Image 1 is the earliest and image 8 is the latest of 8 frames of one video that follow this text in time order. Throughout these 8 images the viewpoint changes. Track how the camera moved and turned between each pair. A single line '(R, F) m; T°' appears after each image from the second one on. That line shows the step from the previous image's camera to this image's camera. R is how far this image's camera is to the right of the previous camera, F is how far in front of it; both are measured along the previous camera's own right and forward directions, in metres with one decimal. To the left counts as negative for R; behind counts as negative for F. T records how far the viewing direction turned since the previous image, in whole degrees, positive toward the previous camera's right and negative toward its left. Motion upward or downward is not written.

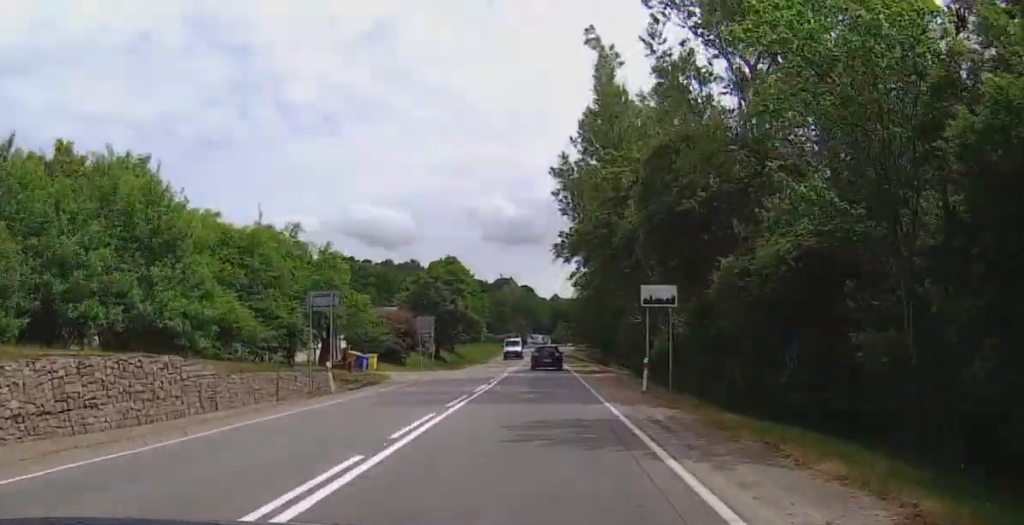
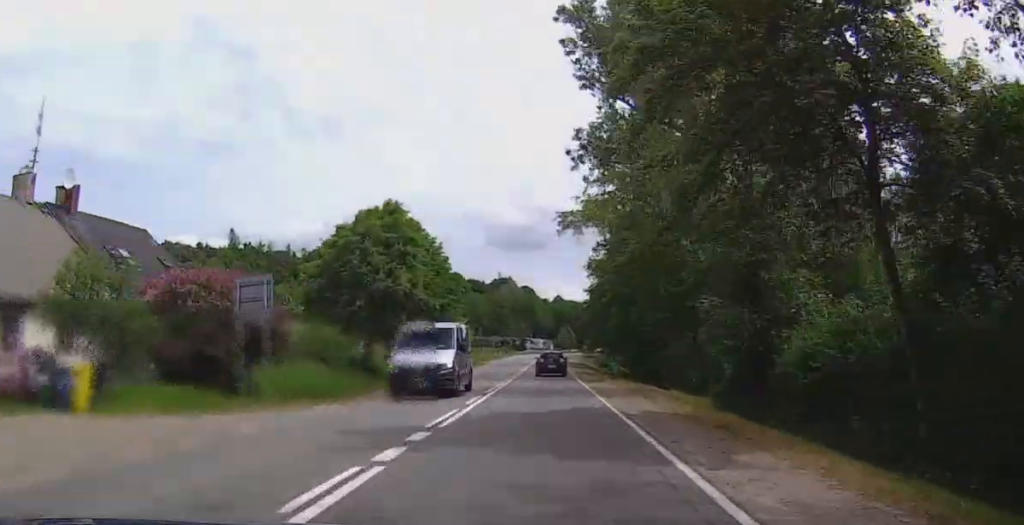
(0.0, +27.9) m; 0°
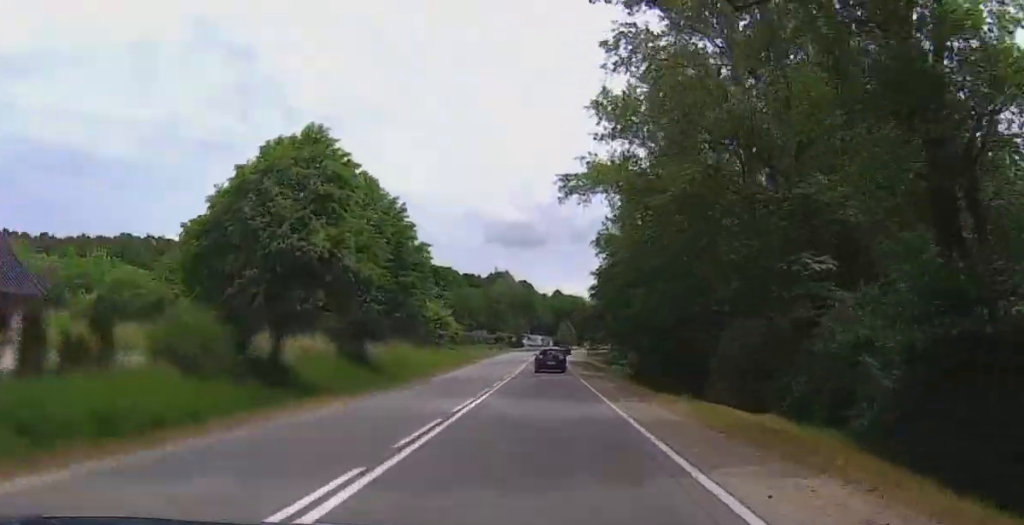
(0.0, +14.7) m; 0°
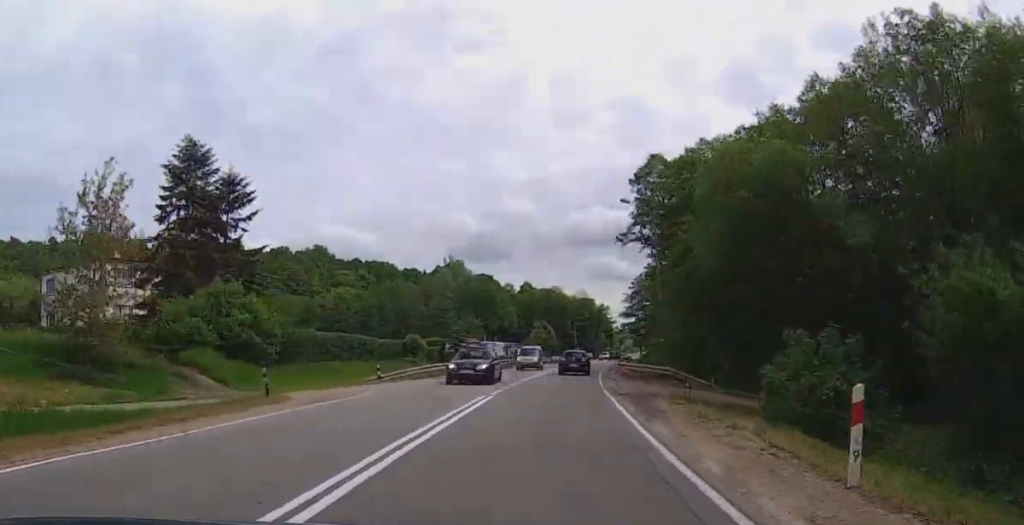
(+0.2, +72.8) m; +2°
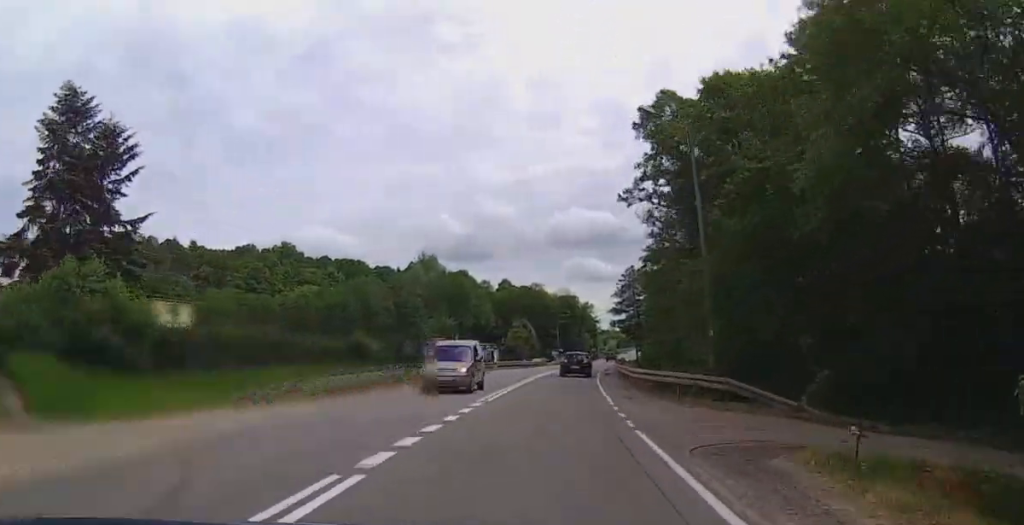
(-0.2, +13.3) m; +1°
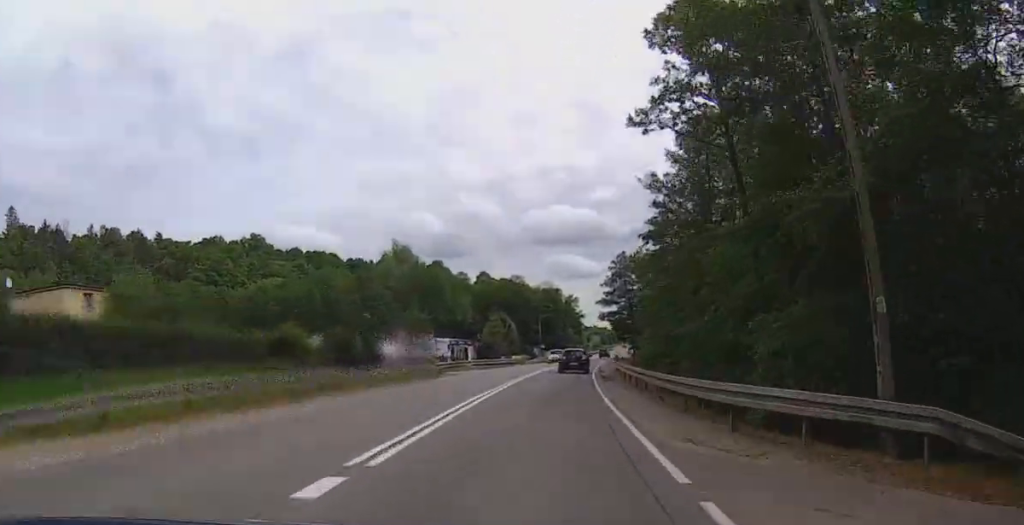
(+0.4, +11.8) m; +2°
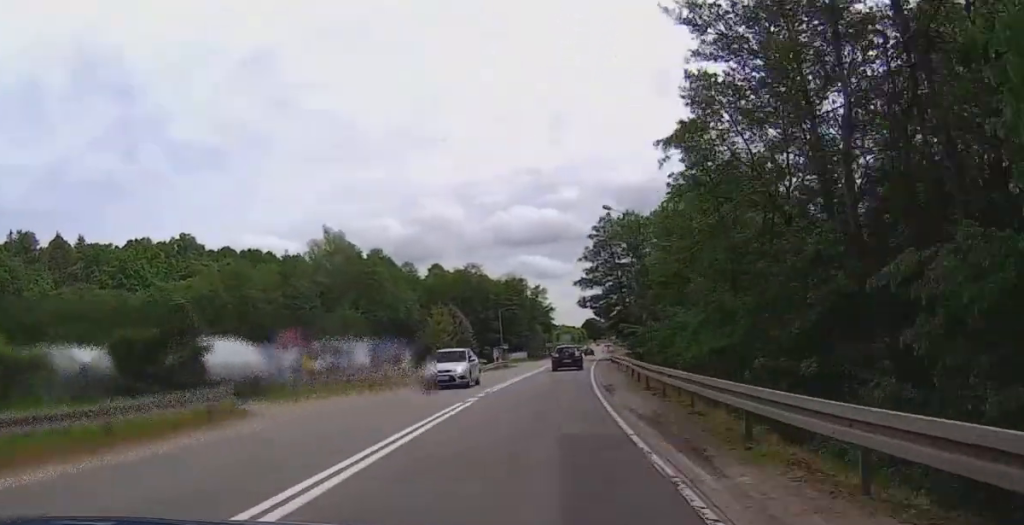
(+0.9, +25.3) m; +4°
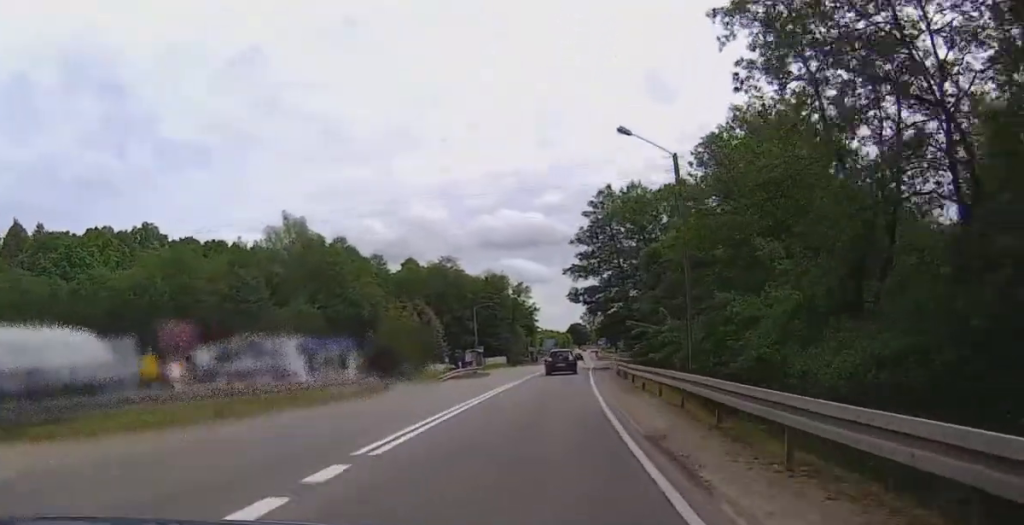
(+0.2, +14.3) m; +2°
